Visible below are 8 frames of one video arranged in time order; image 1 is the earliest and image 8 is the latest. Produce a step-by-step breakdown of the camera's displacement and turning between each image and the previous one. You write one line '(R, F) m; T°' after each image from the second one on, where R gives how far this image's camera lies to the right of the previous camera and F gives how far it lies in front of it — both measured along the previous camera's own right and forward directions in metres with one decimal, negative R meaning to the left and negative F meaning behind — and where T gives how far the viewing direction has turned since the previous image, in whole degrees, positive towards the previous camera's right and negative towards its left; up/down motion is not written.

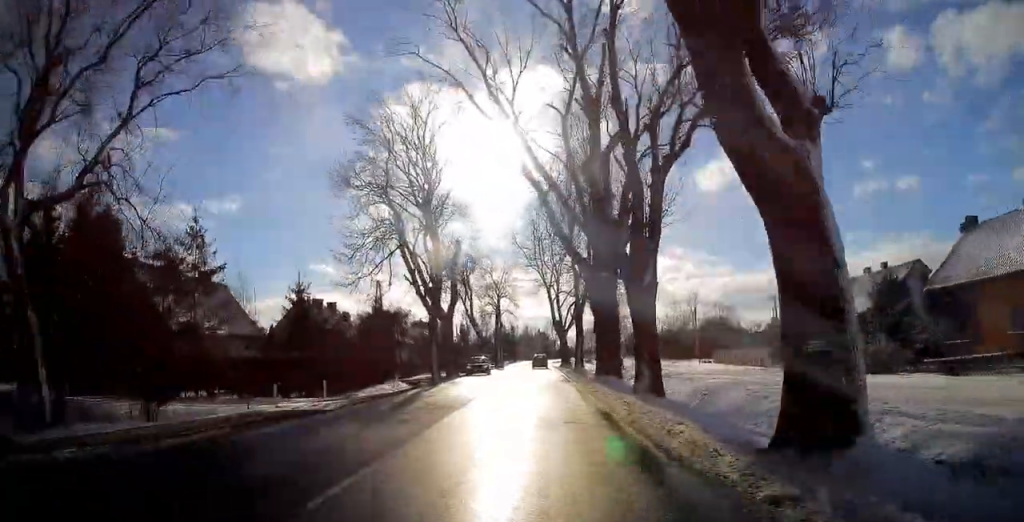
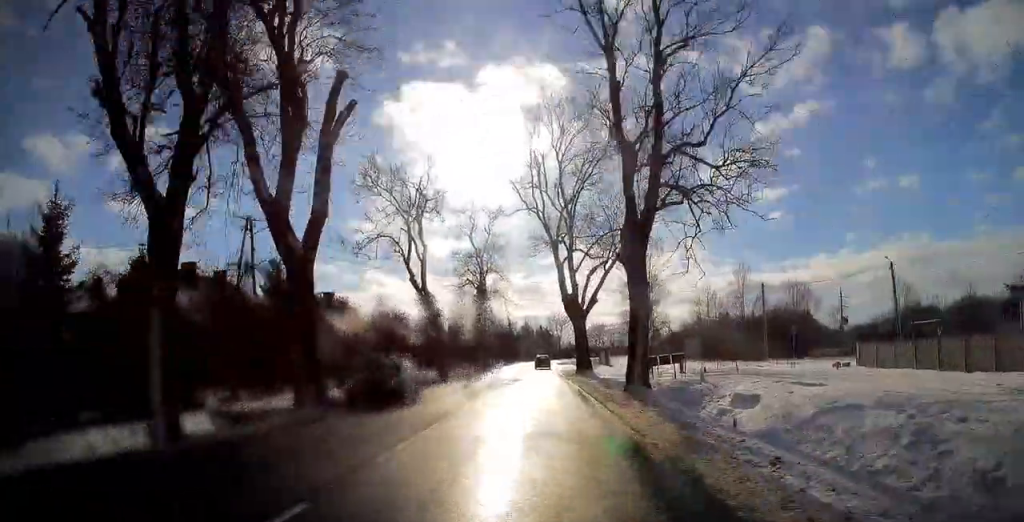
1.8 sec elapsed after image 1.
(0.0, +28.5) m; 0°
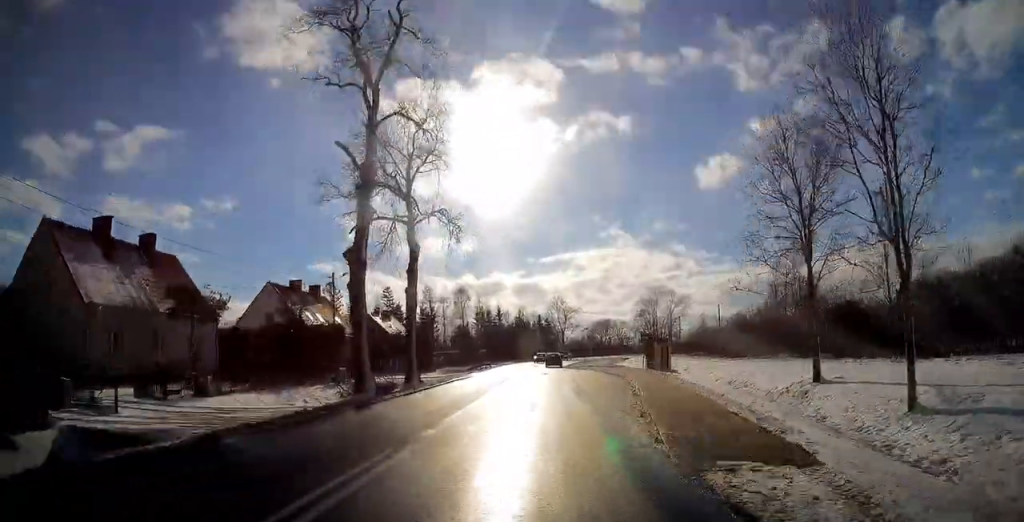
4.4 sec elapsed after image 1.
(+0.1, +42.0) m; +1°
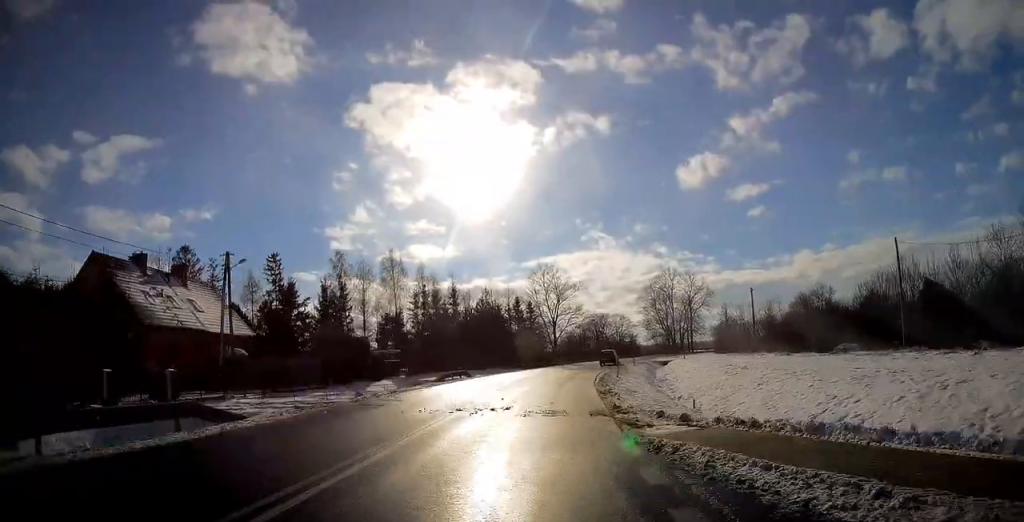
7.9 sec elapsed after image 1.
(+0.4, +54.1) m; +2°
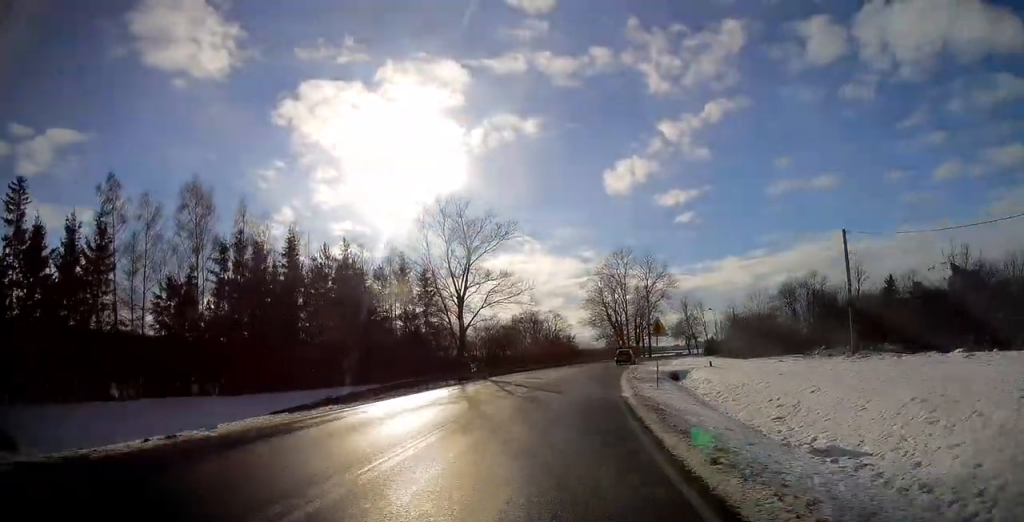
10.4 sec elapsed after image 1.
(+1.6, +39.3) m; +7°
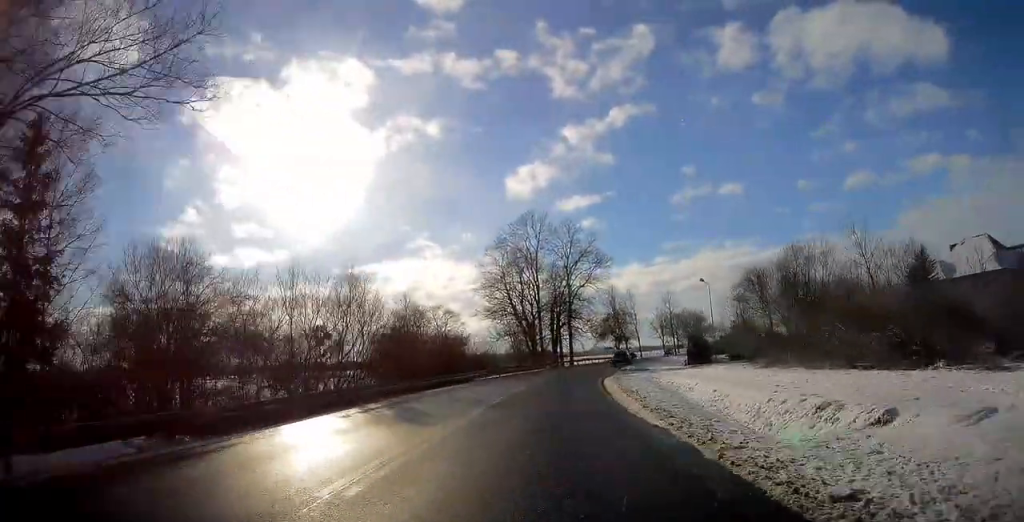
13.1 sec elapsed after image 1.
(+3.5, +41.4) m; +9°
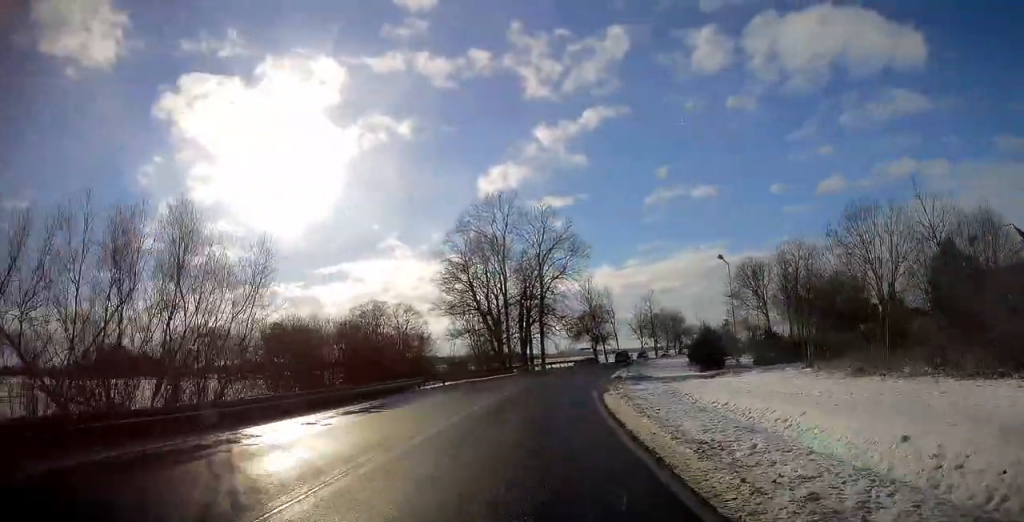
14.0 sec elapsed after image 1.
(+0.4, +13.2) m; +3°
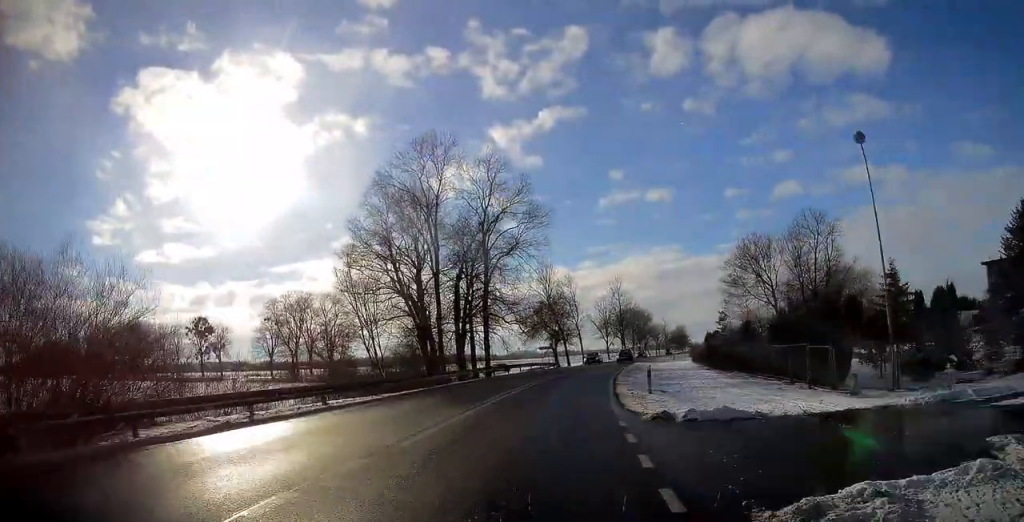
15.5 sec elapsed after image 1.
(+0.9, +22.4) m; +5°
